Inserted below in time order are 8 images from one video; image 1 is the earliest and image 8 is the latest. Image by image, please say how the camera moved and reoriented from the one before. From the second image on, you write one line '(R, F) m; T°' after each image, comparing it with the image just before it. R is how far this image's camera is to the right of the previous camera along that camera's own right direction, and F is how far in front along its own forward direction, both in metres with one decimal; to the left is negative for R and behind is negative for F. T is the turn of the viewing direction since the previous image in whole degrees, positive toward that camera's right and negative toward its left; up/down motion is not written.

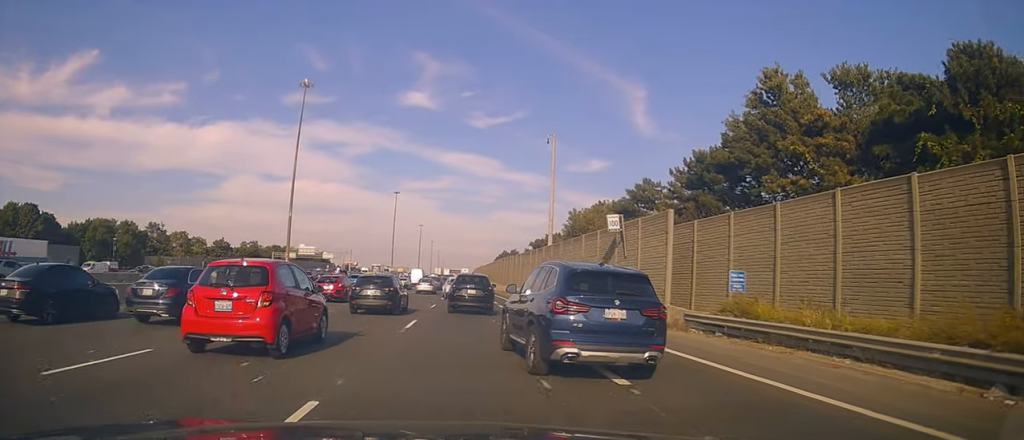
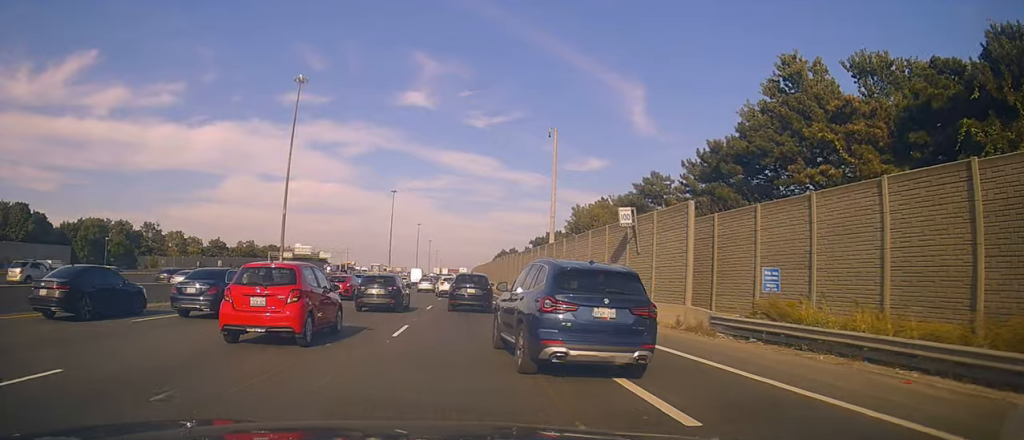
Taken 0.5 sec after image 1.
(-0.4, +2.1) m; +2°
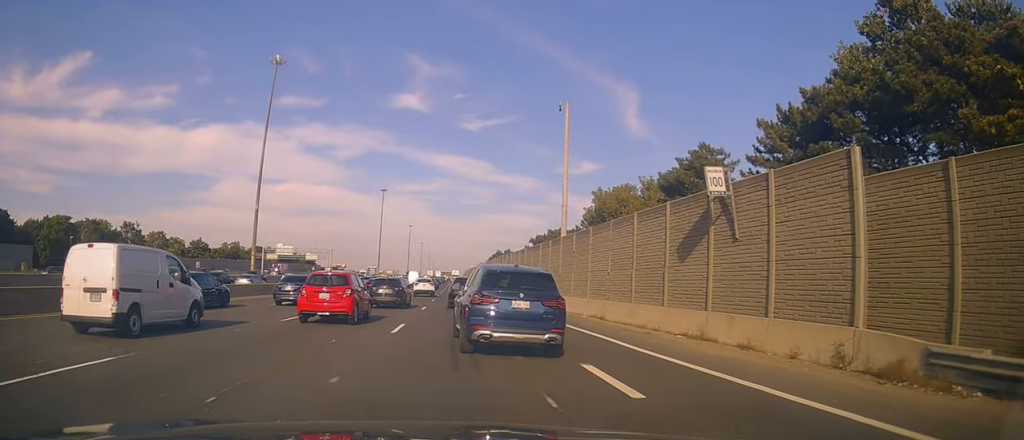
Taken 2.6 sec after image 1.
(+1.8, +10.0) m; +1°
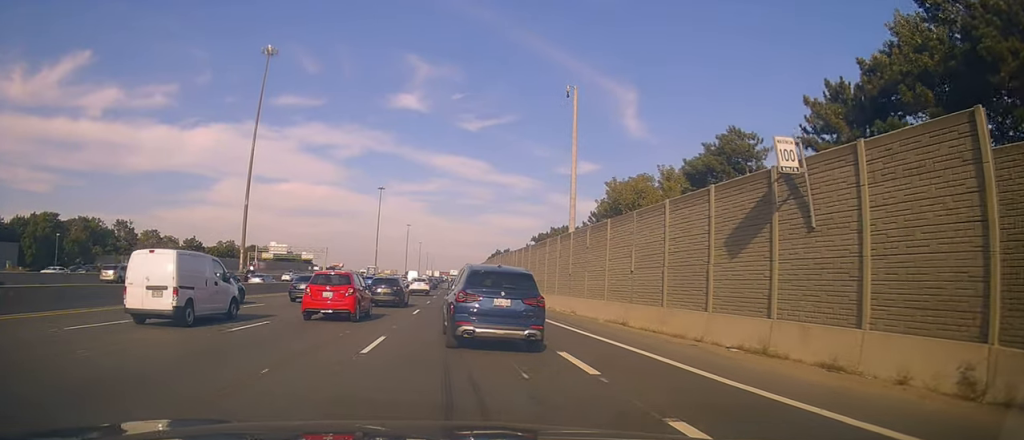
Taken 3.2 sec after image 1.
(-0.5, +3.6) m; +1°
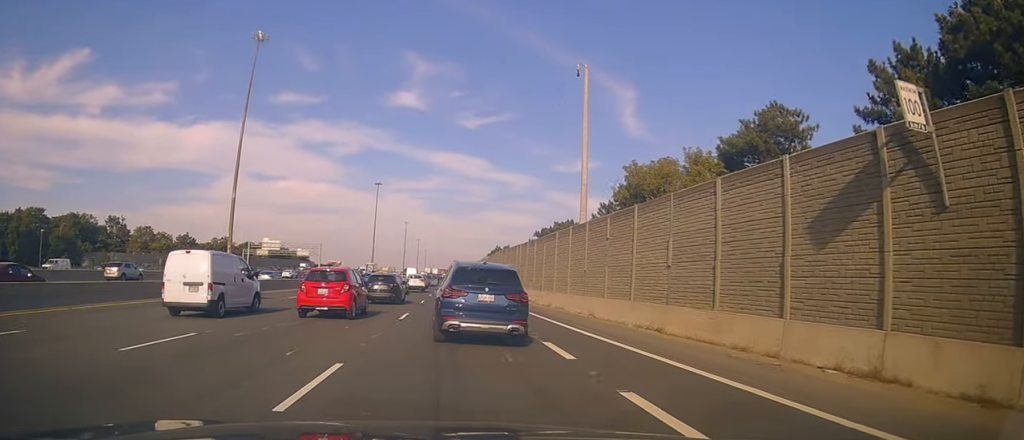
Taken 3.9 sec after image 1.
(+0.1, +3.9) m; +1°
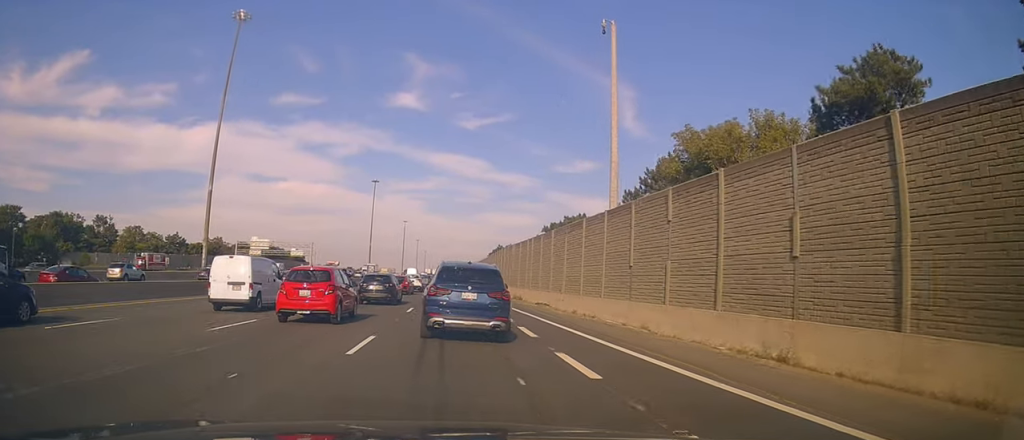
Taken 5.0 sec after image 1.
(+0.2, +7.5) m; -1°
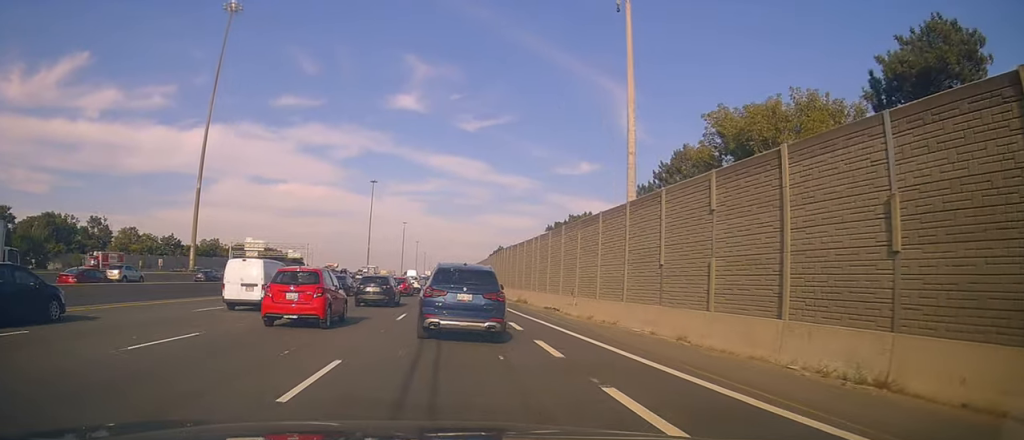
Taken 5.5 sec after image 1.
(-0.2, +3.3) m; -2°
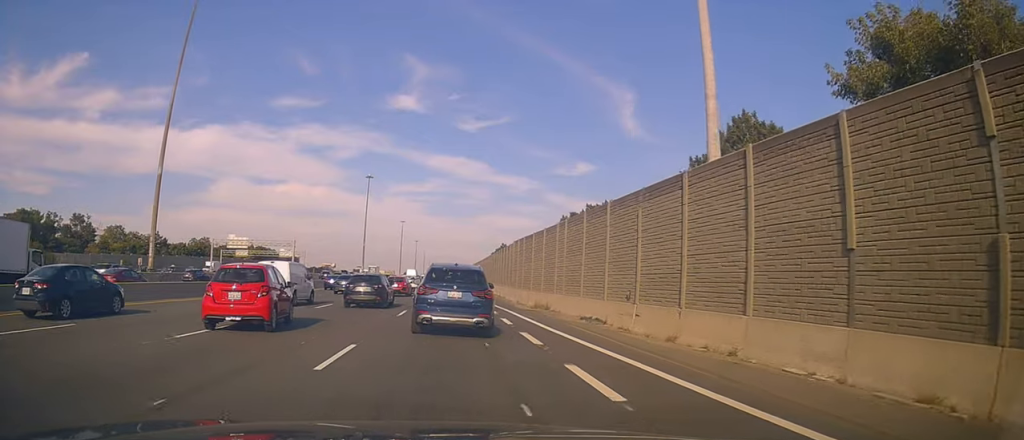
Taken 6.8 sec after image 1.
(+0.2, +9.7) m; +2°
